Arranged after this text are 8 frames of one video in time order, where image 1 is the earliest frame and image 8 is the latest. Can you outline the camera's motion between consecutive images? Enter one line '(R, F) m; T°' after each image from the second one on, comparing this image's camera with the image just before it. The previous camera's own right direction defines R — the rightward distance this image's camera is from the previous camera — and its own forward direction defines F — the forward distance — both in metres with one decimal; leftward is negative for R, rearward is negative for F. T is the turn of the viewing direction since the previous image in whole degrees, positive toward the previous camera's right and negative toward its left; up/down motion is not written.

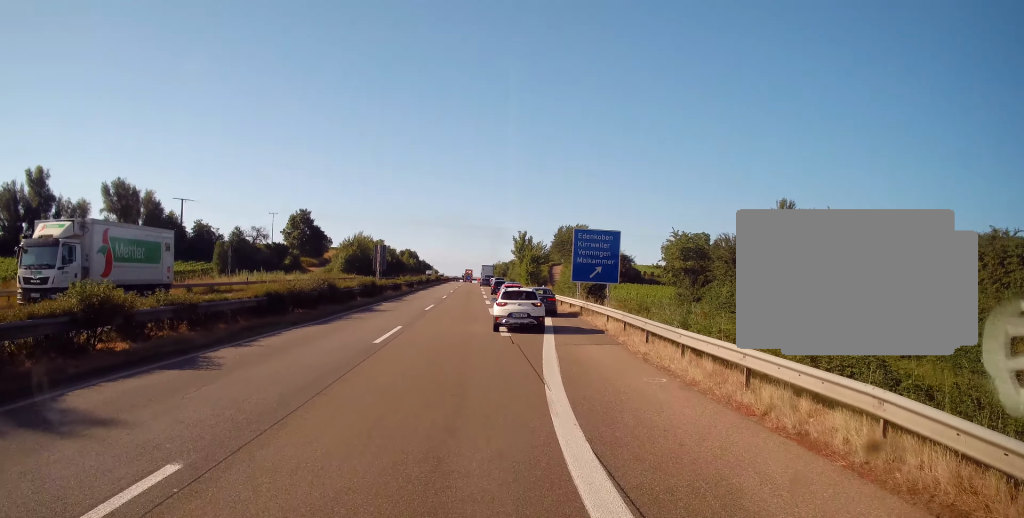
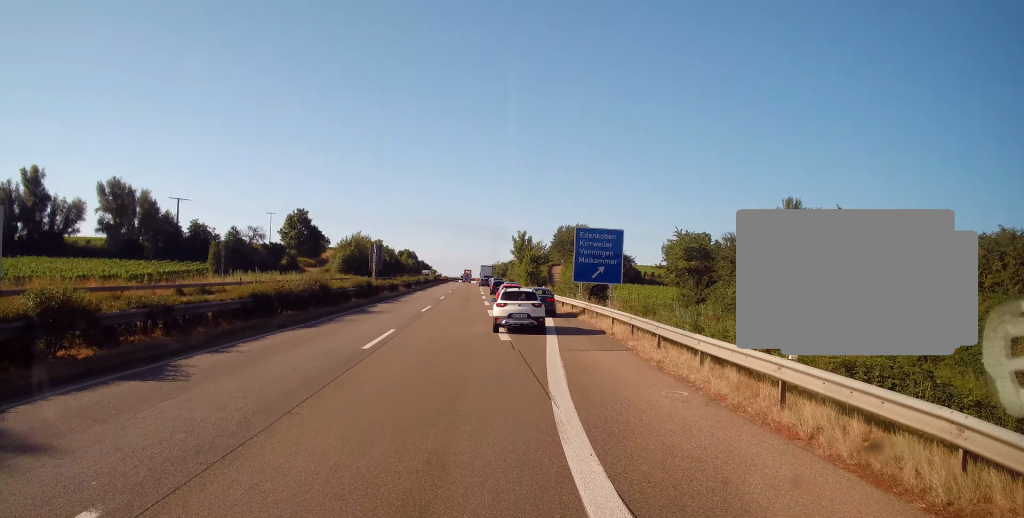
(0.0, +1.9) m; 0°
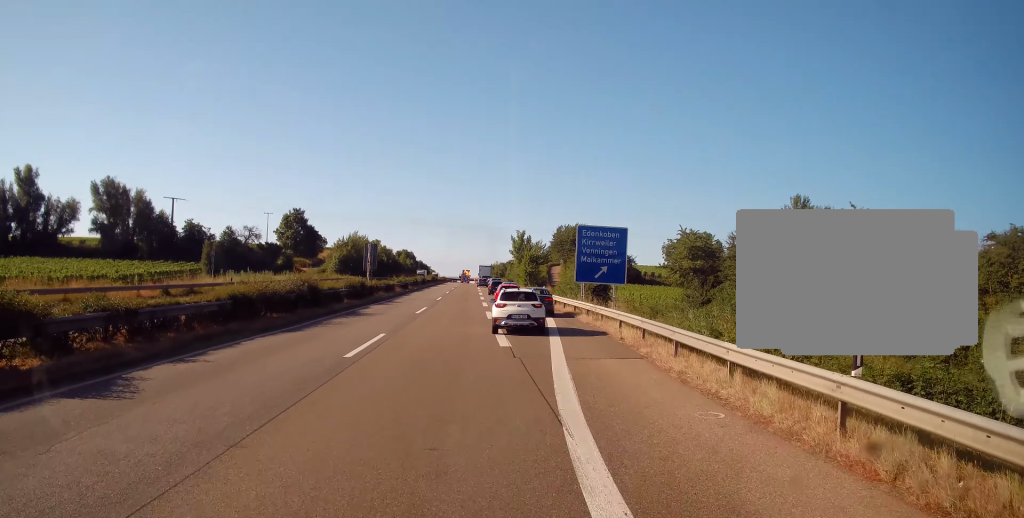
(0.0, +2.2) m; 0°
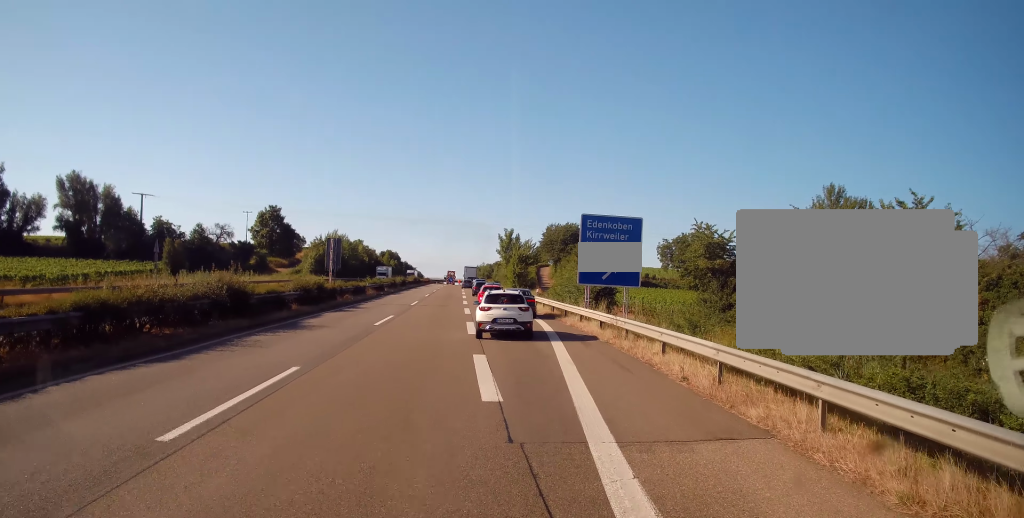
(0.0, +9.4) m; 0°
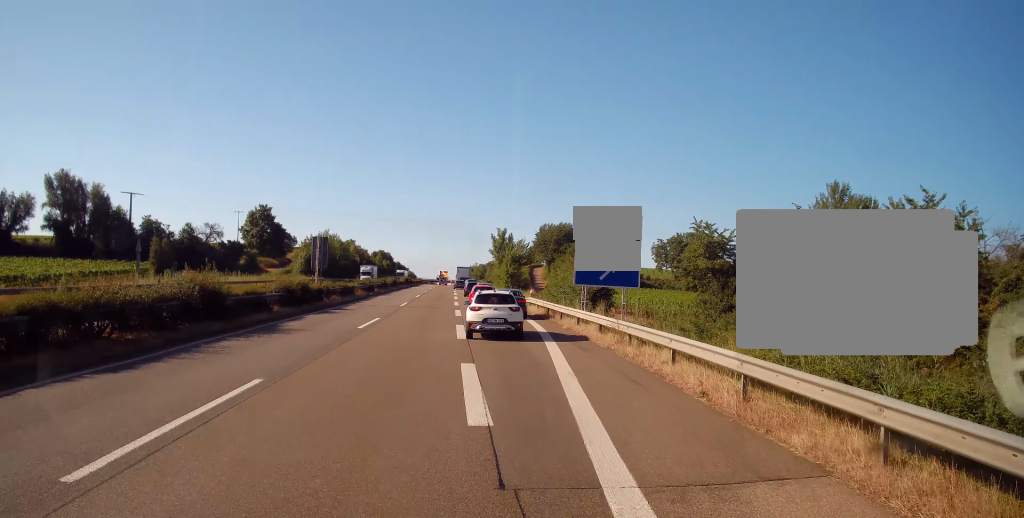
(0.0, +1.5) m; 0°
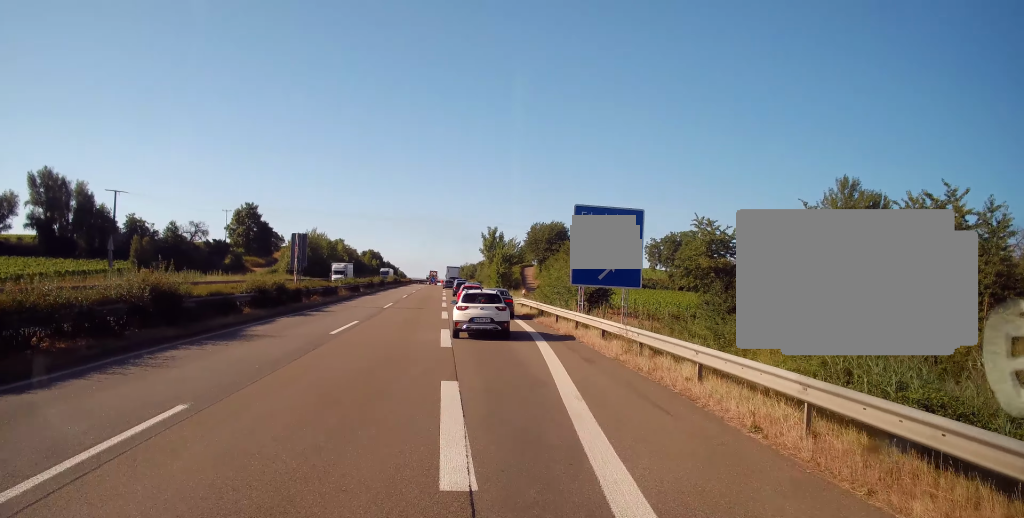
(0.0, +1.5) m; 0°
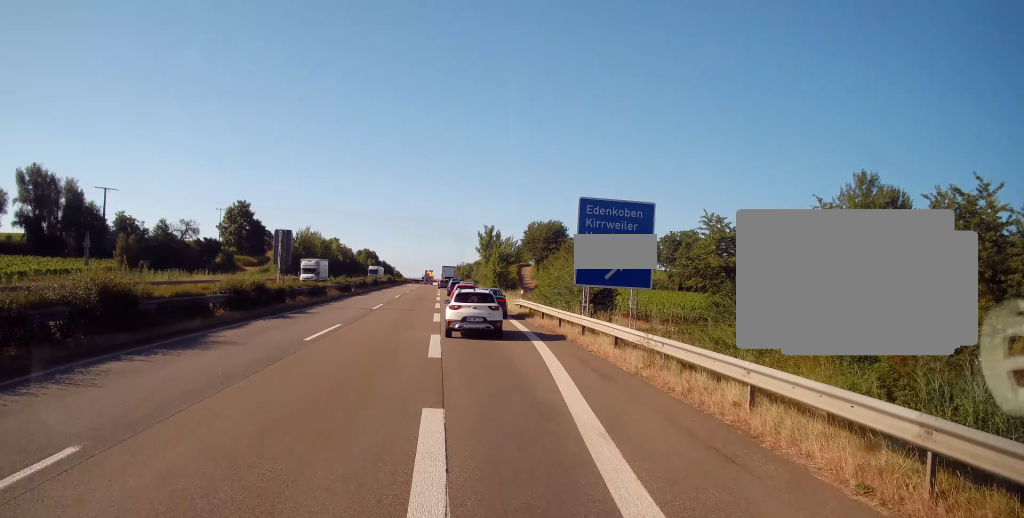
(0.0, +1.0) m; 0°
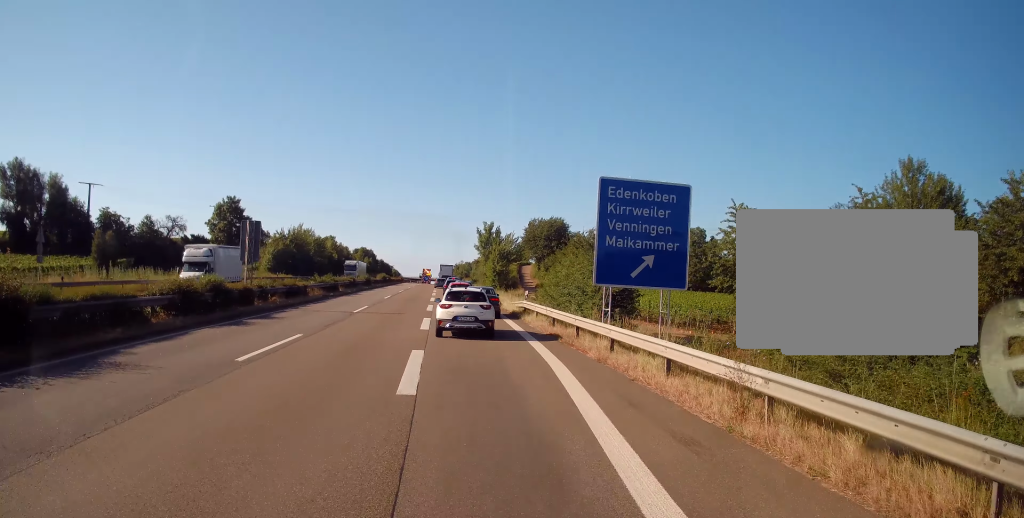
(0.0, +3.7) m; +1°
